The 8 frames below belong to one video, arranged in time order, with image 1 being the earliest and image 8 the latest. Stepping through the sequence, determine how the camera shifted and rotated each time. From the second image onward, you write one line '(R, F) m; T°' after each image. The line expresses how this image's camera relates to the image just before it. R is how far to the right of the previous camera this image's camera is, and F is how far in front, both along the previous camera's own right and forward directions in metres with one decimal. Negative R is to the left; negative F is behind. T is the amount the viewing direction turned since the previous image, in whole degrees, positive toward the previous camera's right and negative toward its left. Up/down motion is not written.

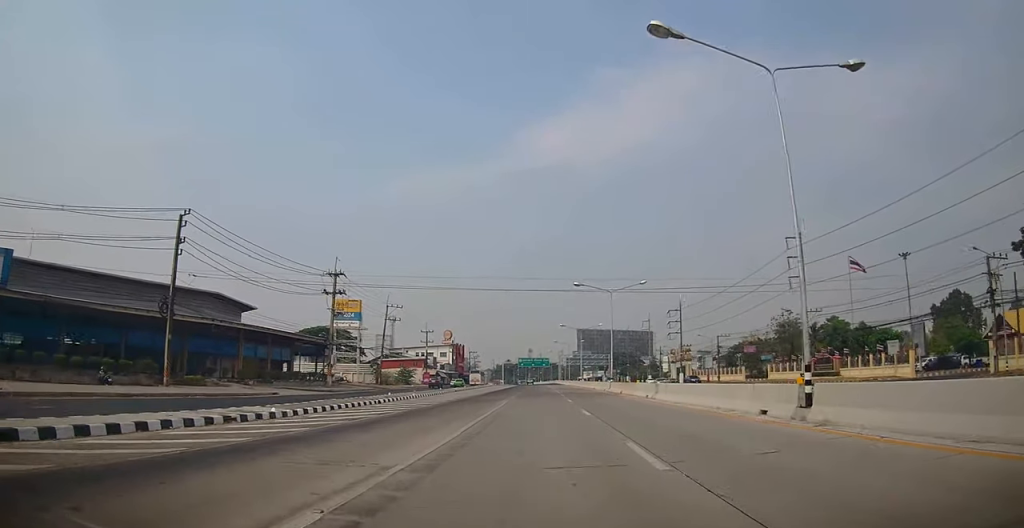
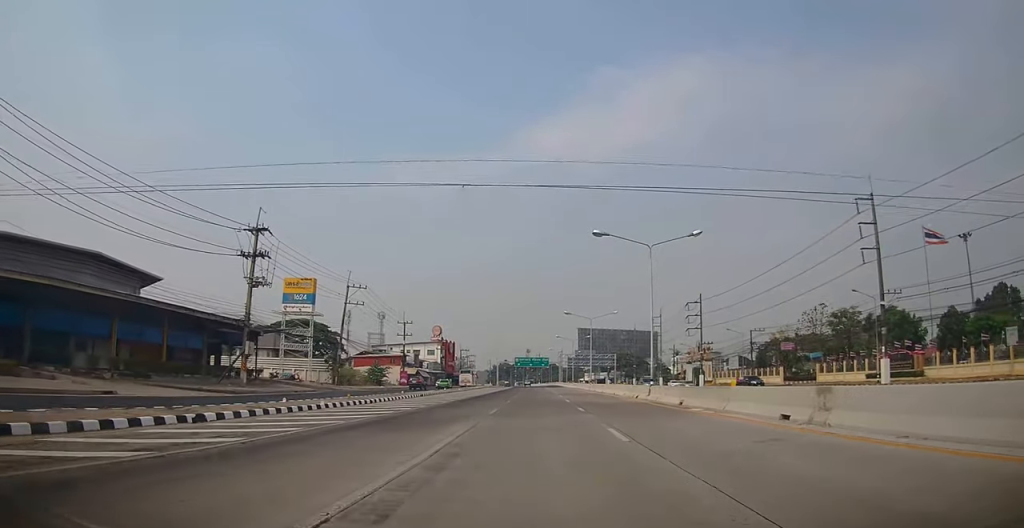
(+0.2, +17.3) m; +2°
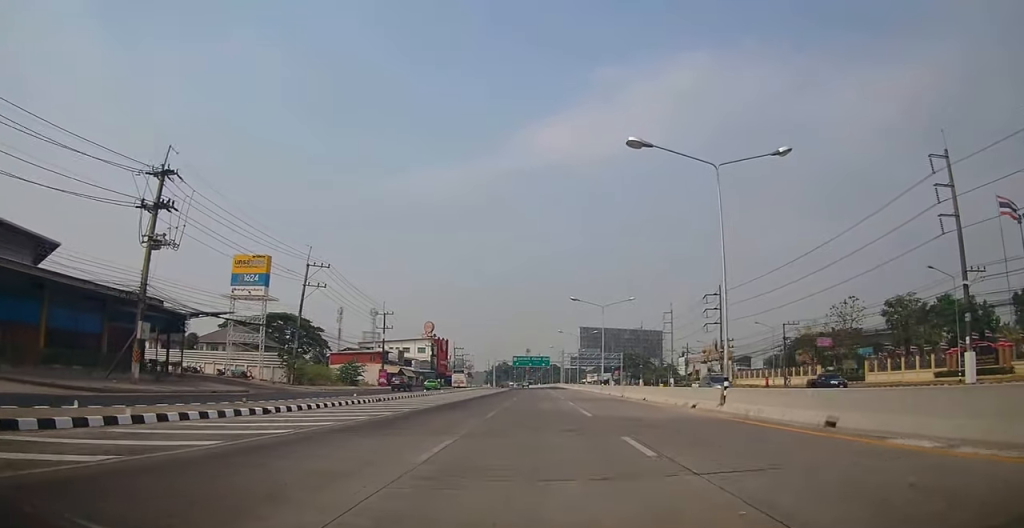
(+0.2, +12.3) m; +1°
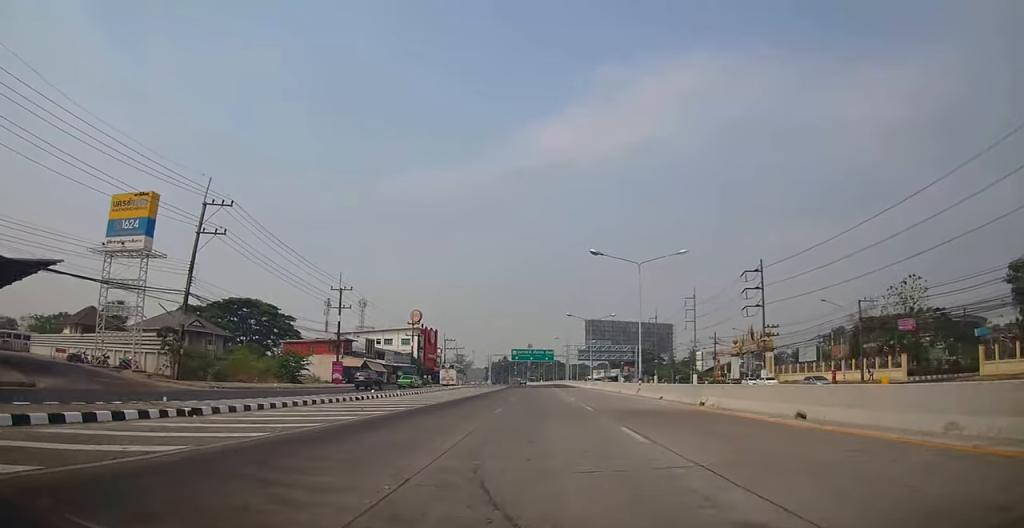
(0.0, +19.1) m; 0°
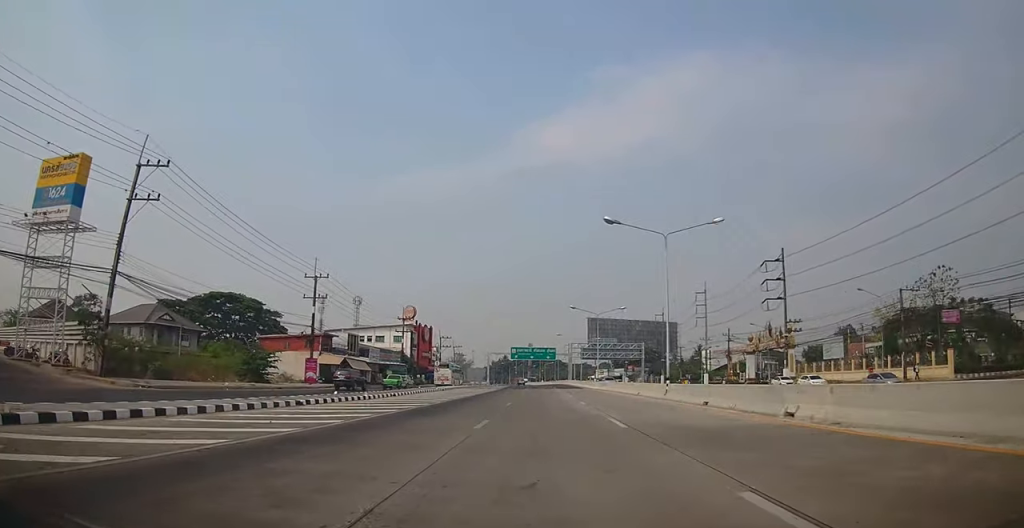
(0.0, +7.6) m; 0°
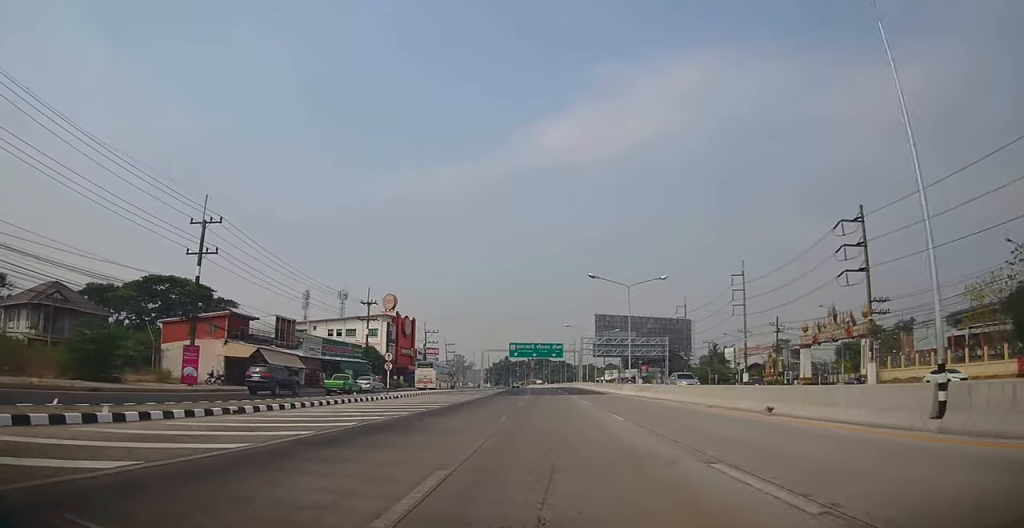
(0.0, +20.4) m; 0°
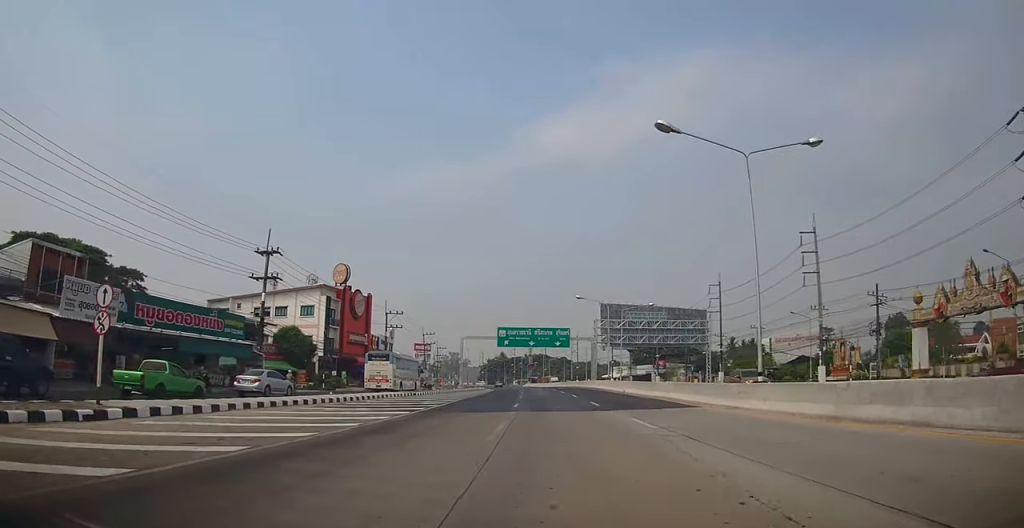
(+0.1, +27.0) m; 0°
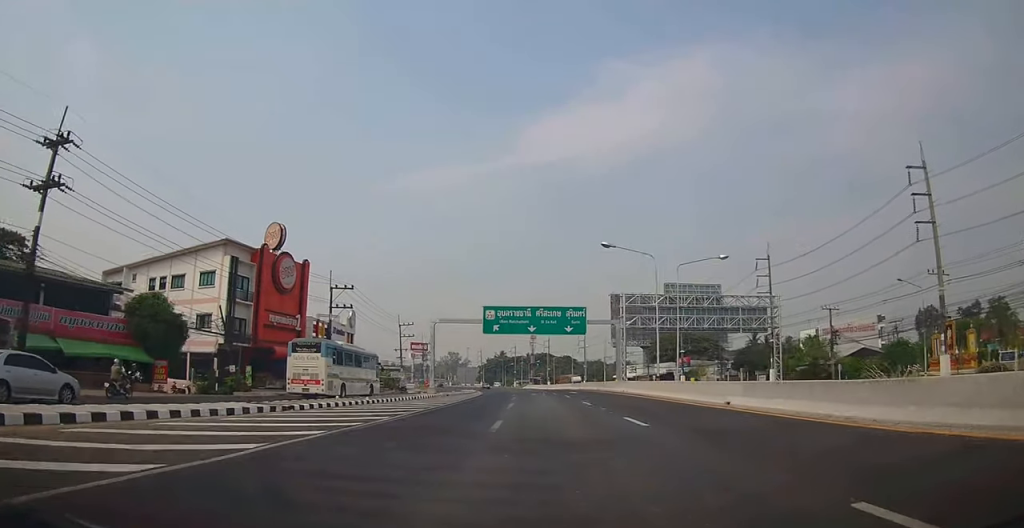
(-0.2, +23.2) m; 0°
